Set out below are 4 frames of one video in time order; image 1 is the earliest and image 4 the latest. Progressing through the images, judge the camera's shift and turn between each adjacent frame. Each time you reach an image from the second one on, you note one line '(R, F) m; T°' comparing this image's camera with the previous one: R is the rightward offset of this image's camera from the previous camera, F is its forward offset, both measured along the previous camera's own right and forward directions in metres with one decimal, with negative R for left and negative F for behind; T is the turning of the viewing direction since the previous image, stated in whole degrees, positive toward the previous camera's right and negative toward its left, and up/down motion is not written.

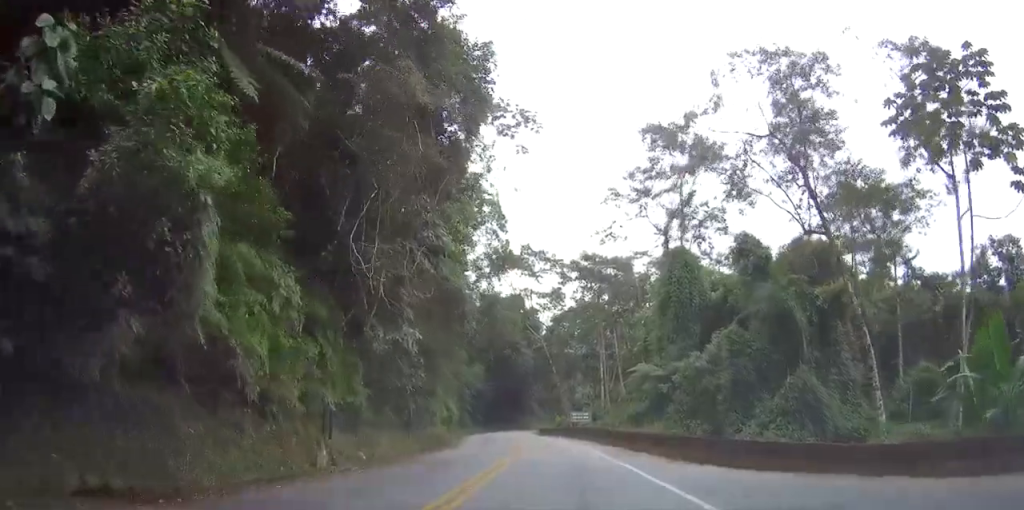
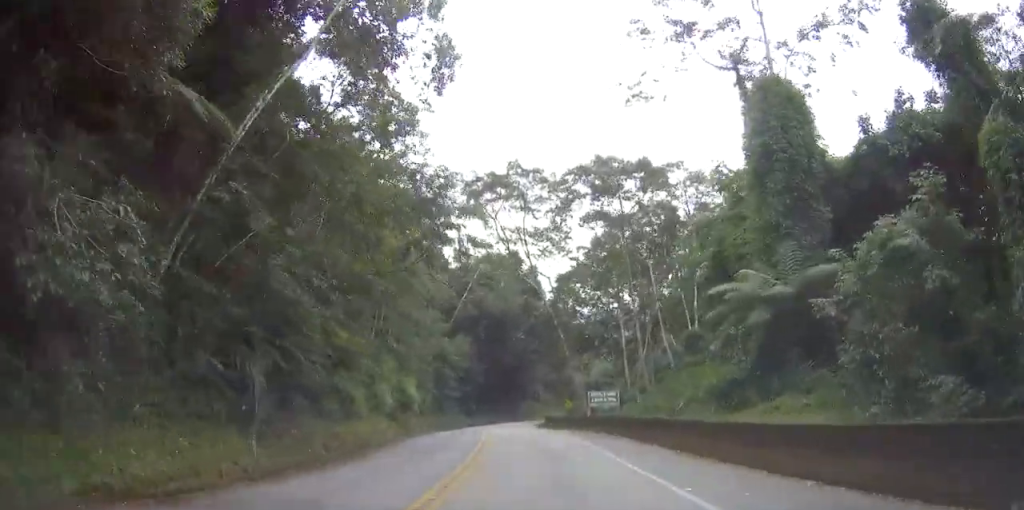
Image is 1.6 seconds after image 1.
(-0.1, +24.3) m; -2°
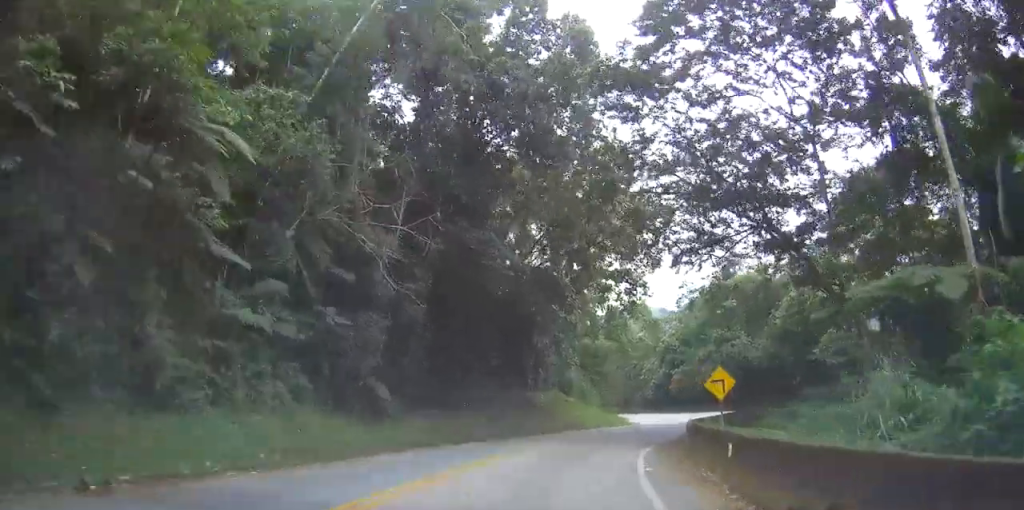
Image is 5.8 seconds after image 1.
(-1.9, +63.7) m; +6°
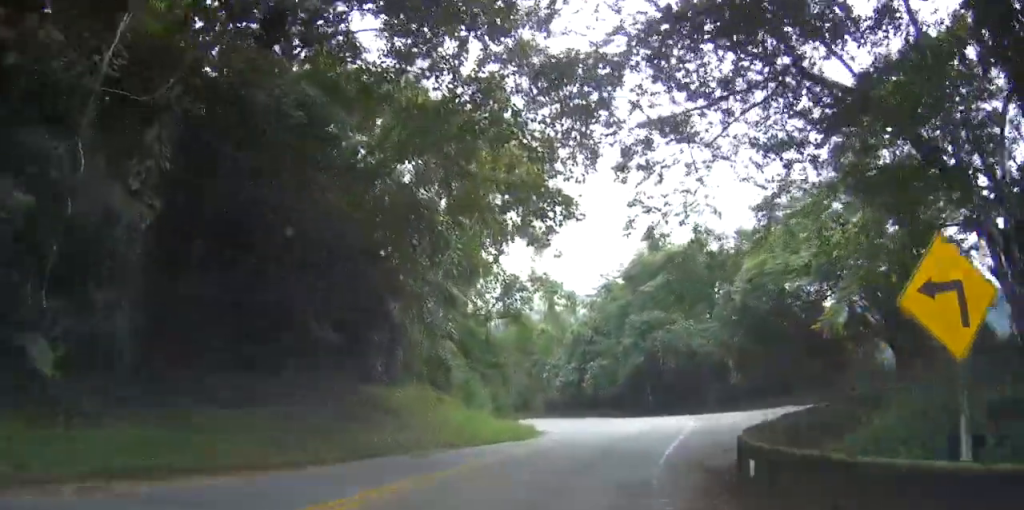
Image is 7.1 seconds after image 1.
(+1.7, +16.2) m; +9°
